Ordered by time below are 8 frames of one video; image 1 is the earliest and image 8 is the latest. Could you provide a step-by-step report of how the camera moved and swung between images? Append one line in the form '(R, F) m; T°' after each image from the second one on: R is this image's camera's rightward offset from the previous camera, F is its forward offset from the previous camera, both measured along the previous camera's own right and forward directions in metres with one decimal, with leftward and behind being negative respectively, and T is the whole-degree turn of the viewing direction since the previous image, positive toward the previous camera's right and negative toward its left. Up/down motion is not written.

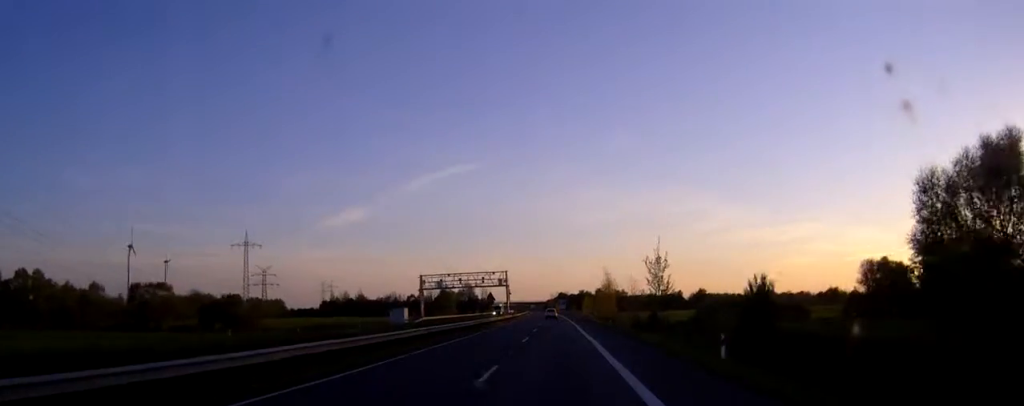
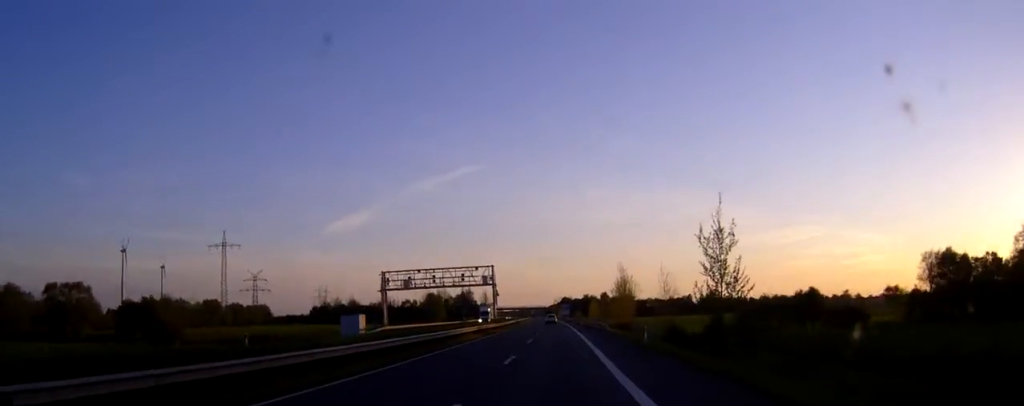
(0.0, +26.3) m; 0°
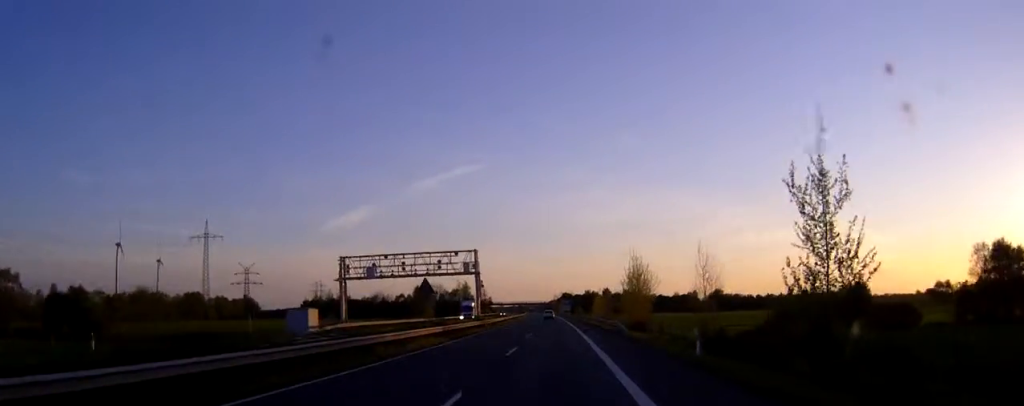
(0.0, +17.5) m; 0°
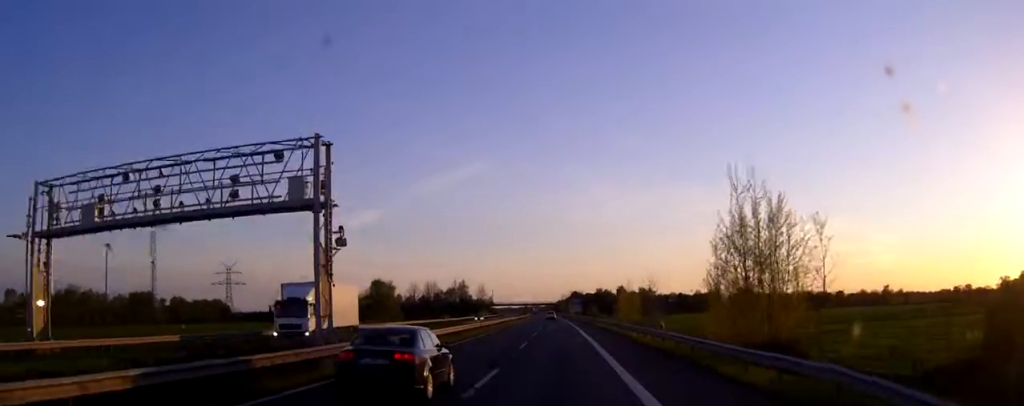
(-0.3, +47.5) m; -1°
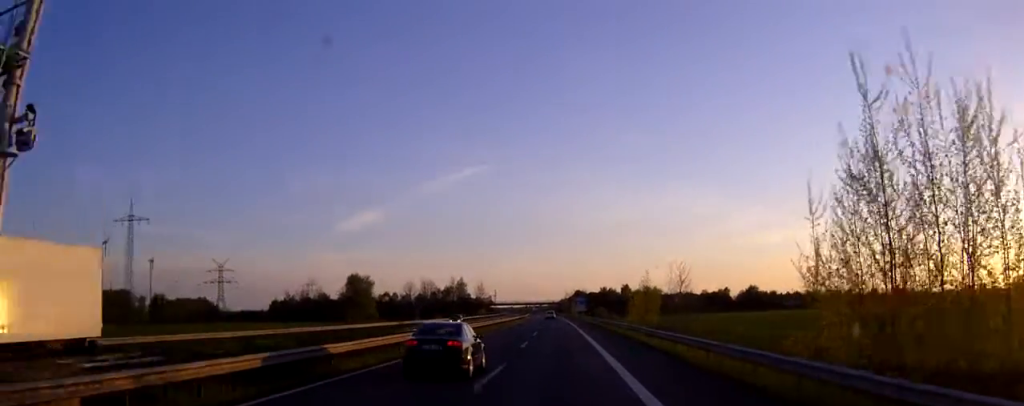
(0.0, +16.5) m; 0°
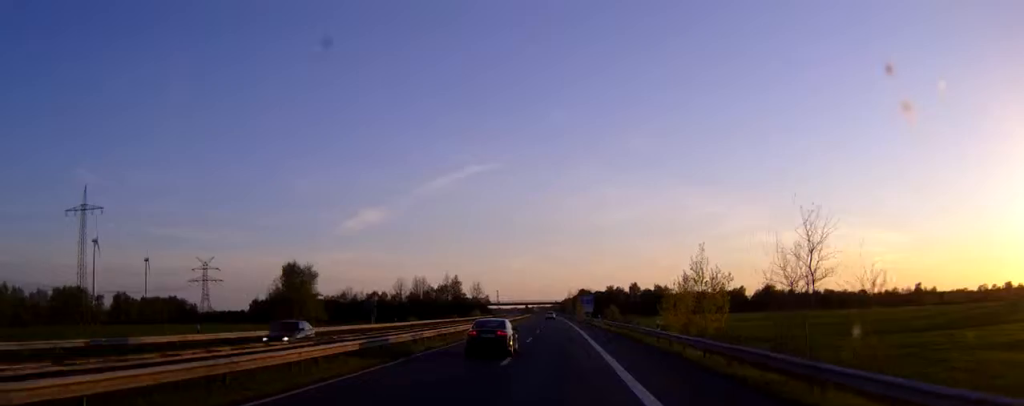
(0.0, +29.1) m; 0°
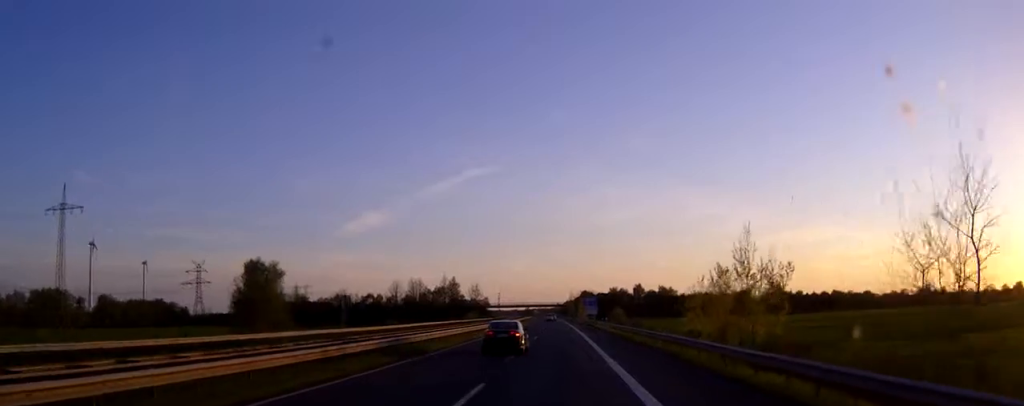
(0.0, +11.6) m; 0°
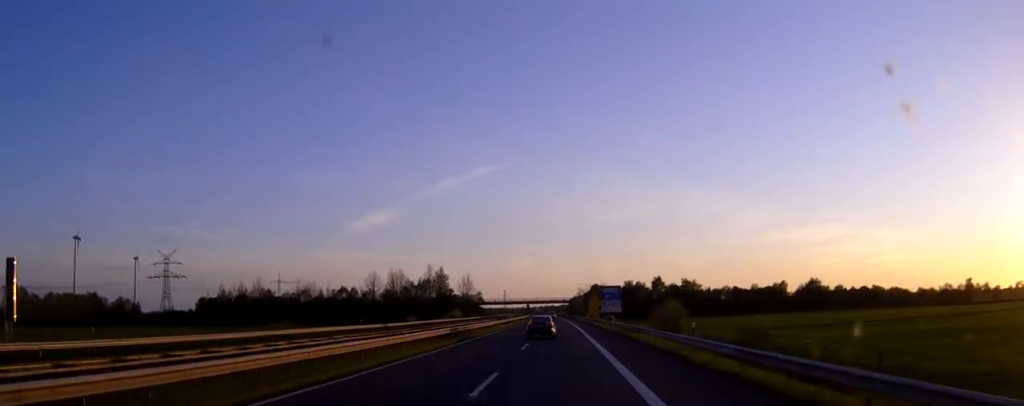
(-0.3, +50.3) m; -1°
